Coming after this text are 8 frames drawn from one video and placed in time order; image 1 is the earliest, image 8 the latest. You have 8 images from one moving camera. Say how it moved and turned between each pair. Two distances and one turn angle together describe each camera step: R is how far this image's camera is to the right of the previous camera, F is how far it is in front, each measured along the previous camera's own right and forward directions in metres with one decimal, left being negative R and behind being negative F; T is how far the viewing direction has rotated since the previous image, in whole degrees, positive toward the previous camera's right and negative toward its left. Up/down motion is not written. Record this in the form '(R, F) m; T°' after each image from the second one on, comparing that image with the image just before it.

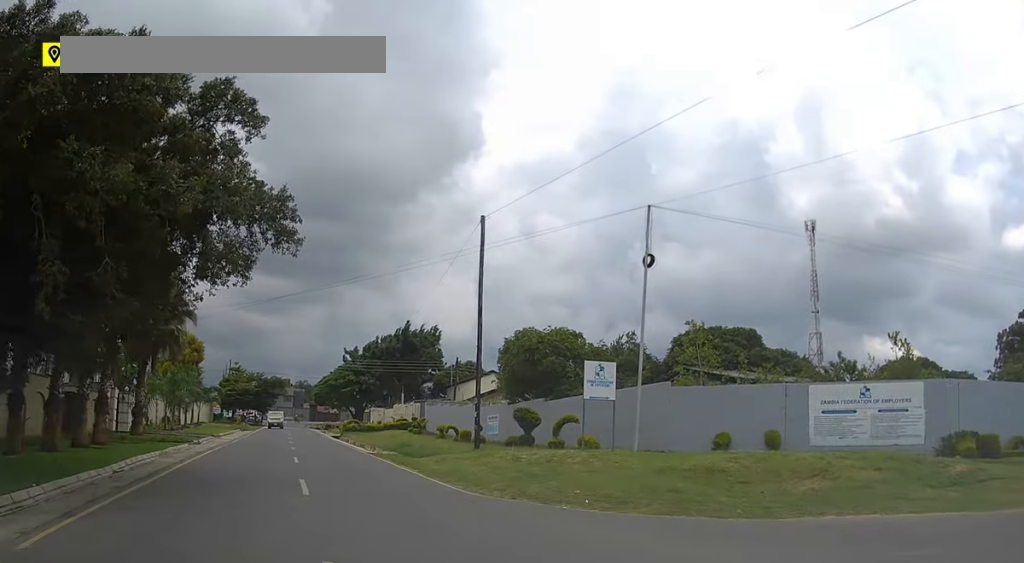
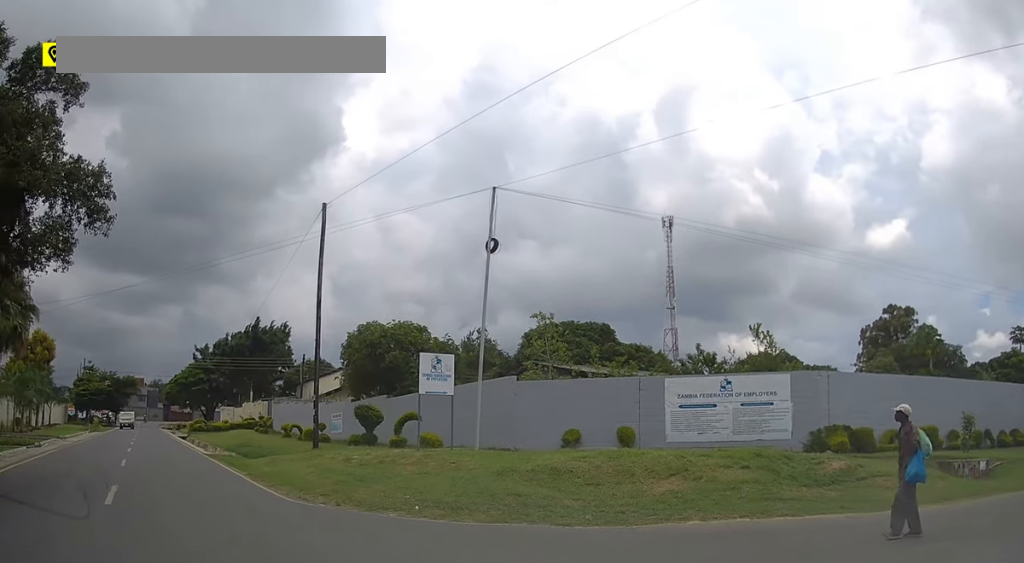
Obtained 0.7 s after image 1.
(+0.2, +1.7) m; +17°
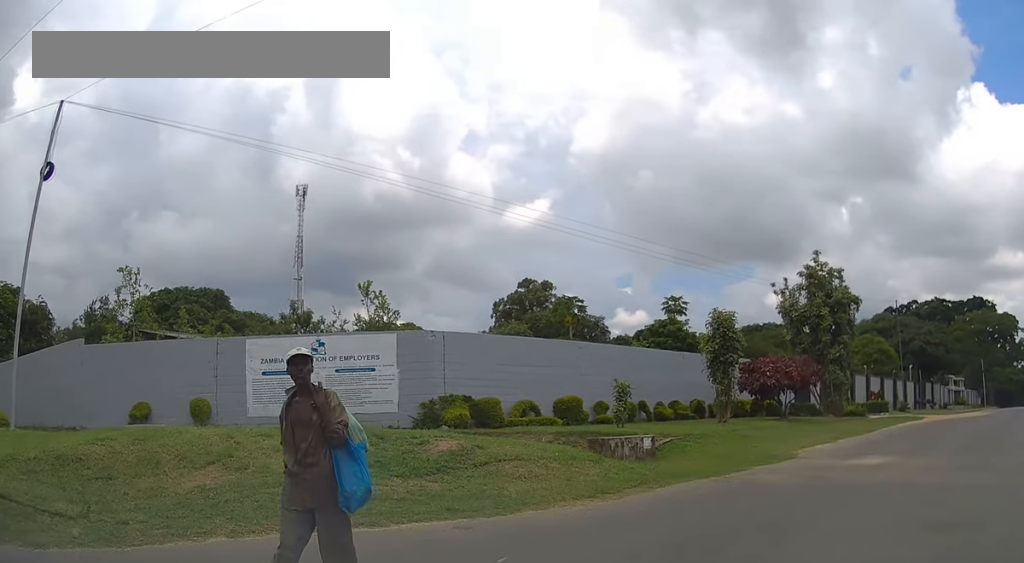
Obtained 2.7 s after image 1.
(+1.4, +3.9) m; +33°
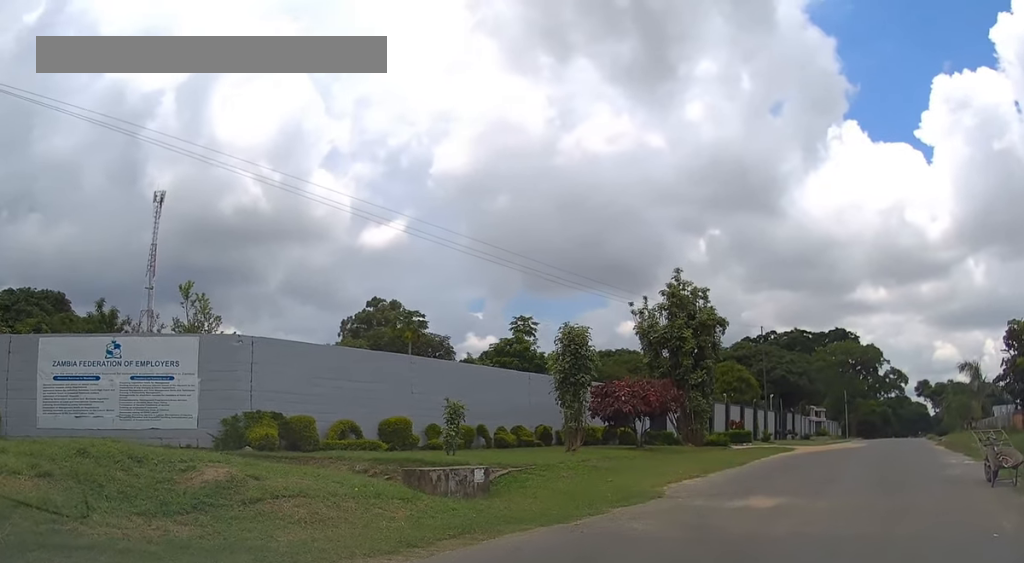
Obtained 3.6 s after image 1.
(+0.3, +2.3) m; +11°
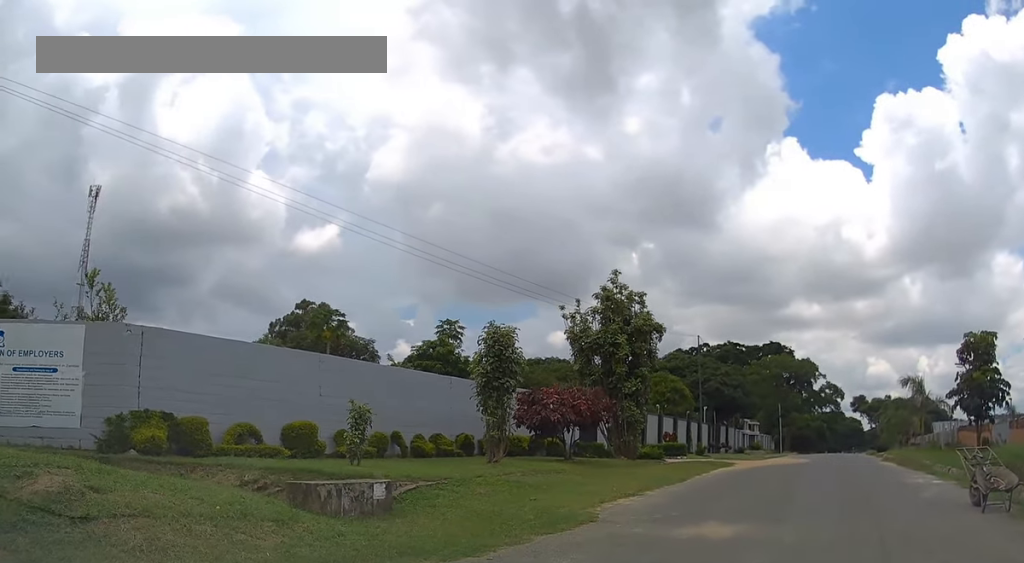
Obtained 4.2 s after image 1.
(+0.1, +1.6) m; +4°
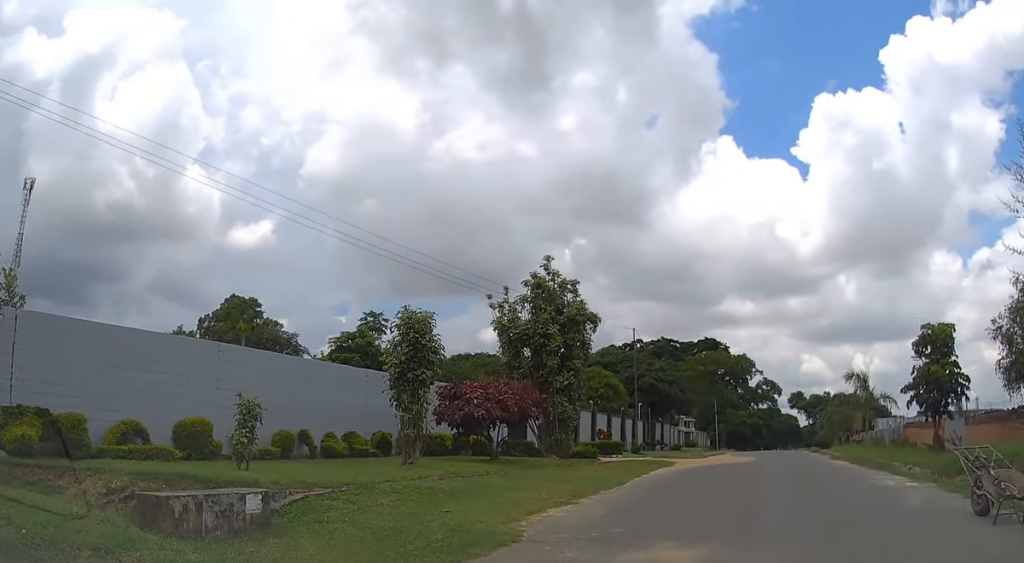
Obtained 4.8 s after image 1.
(+0.1, +1.9) m; +4°
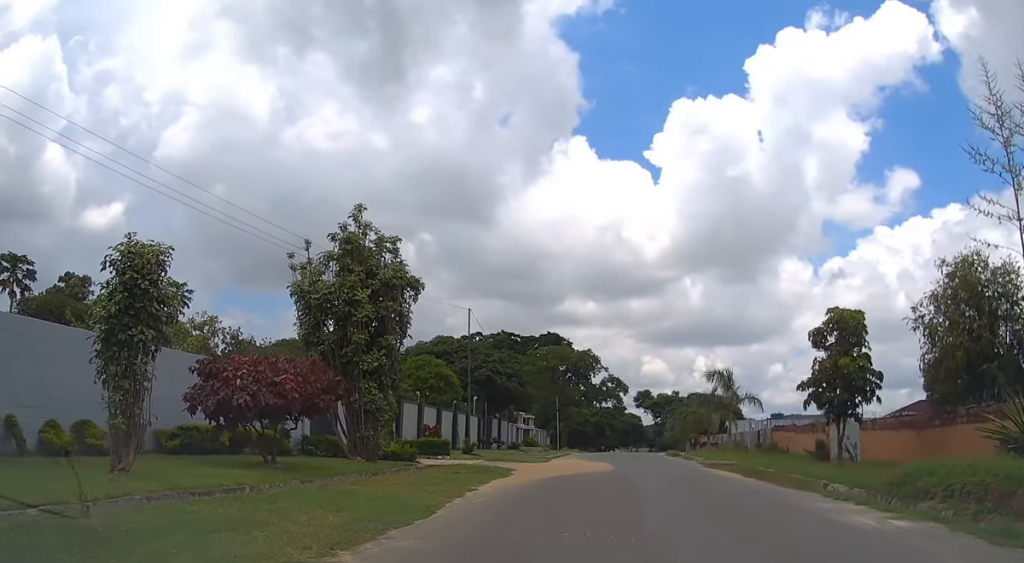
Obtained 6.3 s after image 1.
(+0.5, +5.3) m; +12°
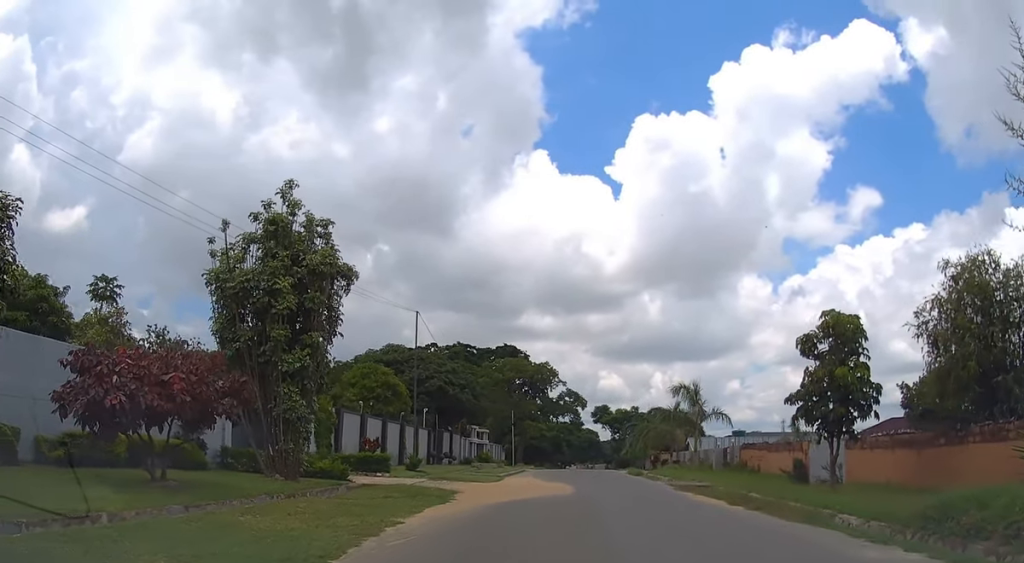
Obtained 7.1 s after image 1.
(+0.1, +3.0) m; +2°
